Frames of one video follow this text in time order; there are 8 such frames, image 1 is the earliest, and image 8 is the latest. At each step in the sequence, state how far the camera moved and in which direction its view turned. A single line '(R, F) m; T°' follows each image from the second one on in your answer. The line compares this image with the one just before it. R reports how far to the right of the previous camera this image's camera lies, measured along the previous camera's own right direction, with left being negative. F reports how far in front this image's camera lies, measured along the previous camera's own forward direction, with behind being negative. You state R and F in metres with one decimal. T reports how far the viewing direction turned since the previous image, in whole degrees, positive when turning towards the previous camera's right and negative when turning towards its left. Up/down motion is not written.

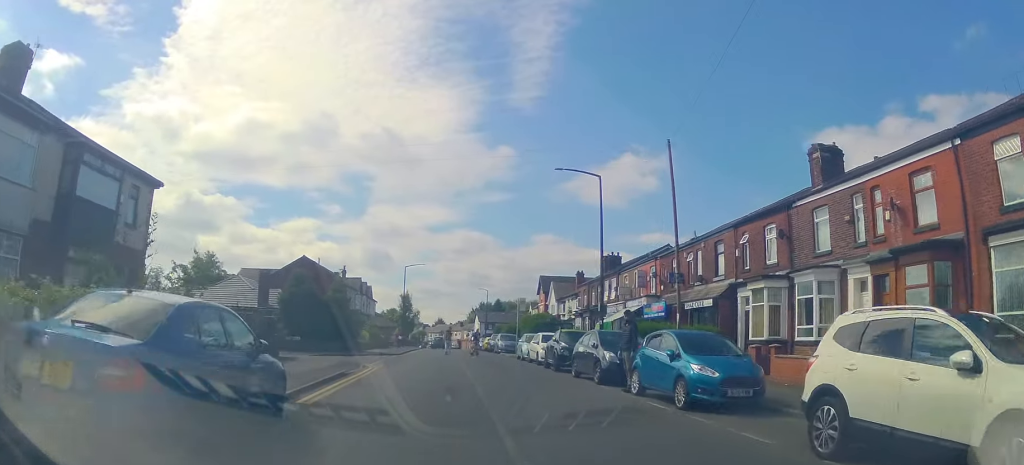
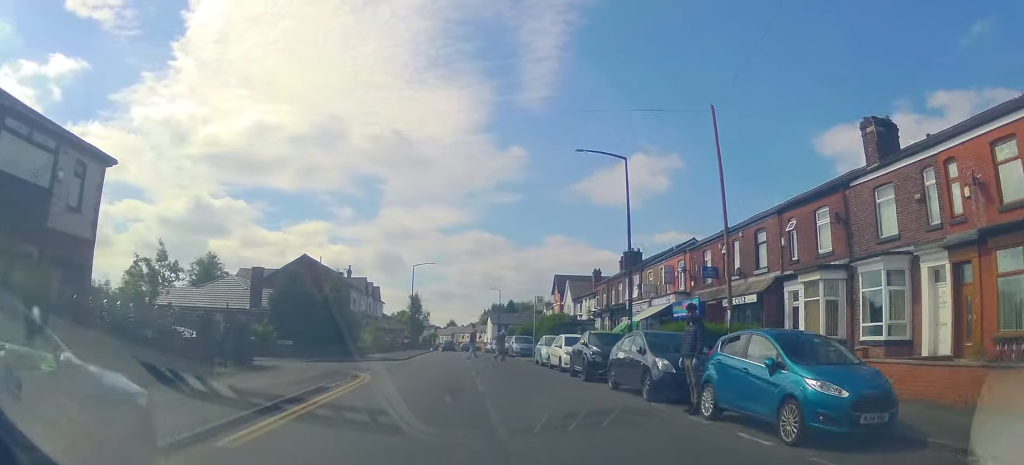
(0.0, +3.4) m; -2°
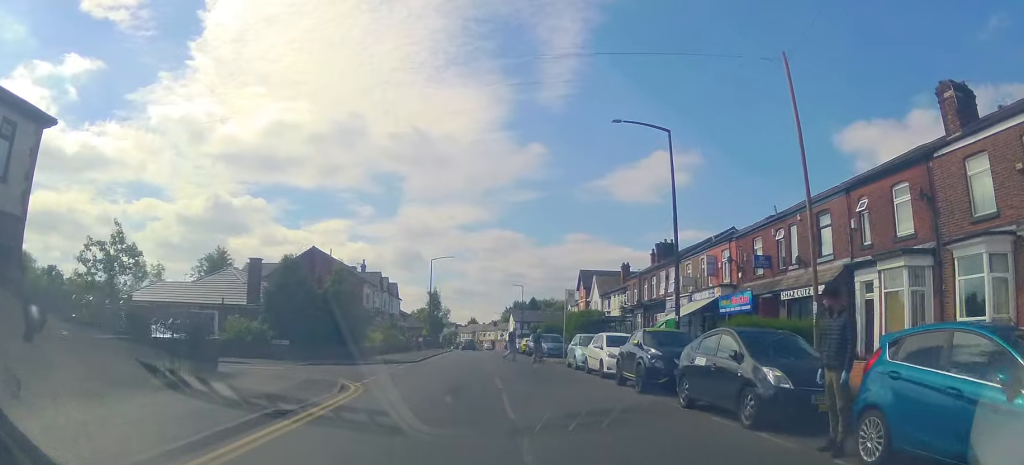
(-0.2, +3.8) m; 0°
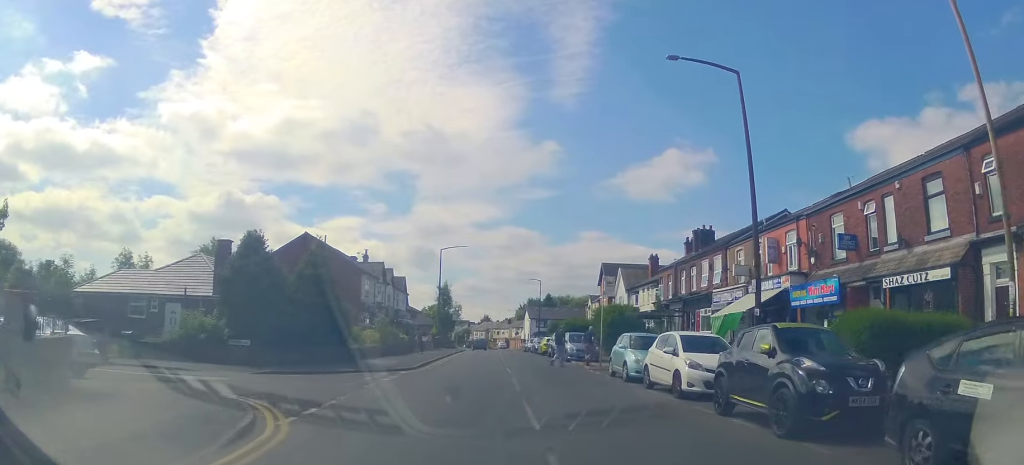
(+0.1, +6.3) m; 0°
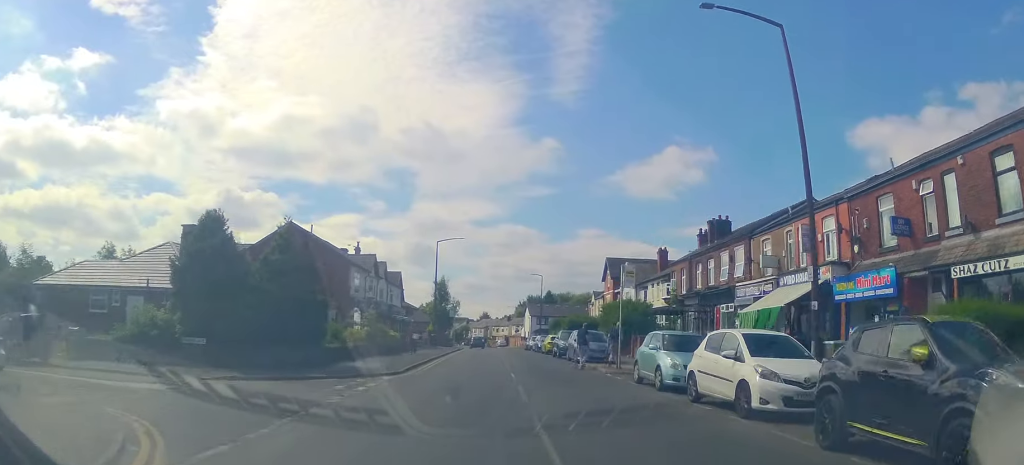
(0.0, +3.4) m; -1°
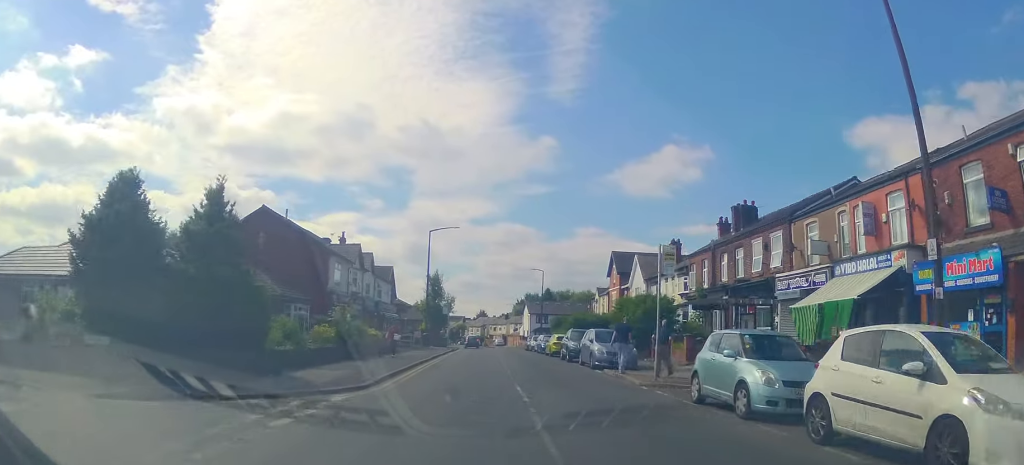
(-0.2, +4.6) m; -2°
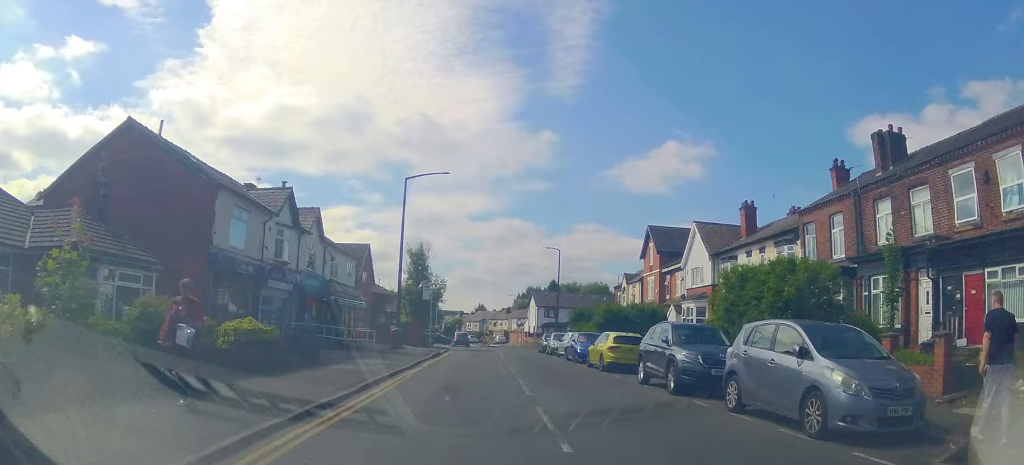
(+0.1, +15.2) m; +2°
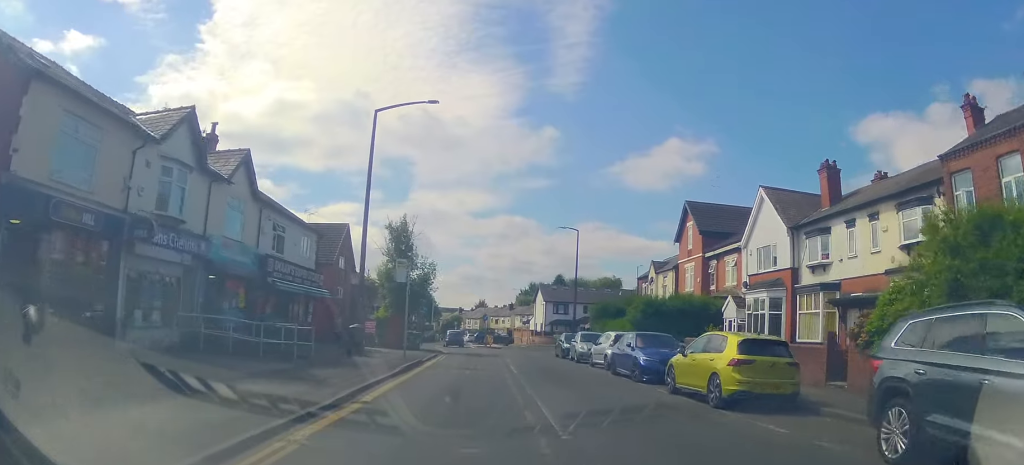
(+0.3, +10.1) m; +2°
